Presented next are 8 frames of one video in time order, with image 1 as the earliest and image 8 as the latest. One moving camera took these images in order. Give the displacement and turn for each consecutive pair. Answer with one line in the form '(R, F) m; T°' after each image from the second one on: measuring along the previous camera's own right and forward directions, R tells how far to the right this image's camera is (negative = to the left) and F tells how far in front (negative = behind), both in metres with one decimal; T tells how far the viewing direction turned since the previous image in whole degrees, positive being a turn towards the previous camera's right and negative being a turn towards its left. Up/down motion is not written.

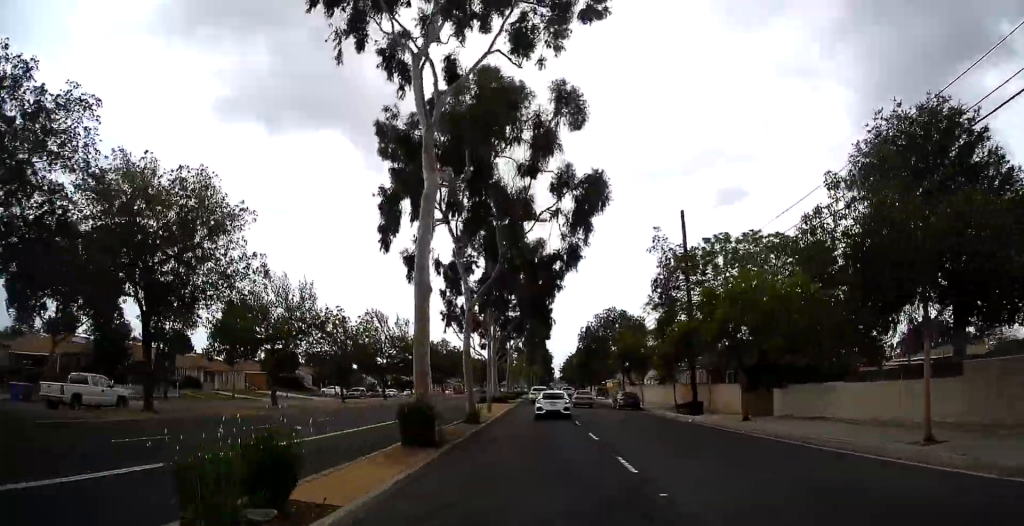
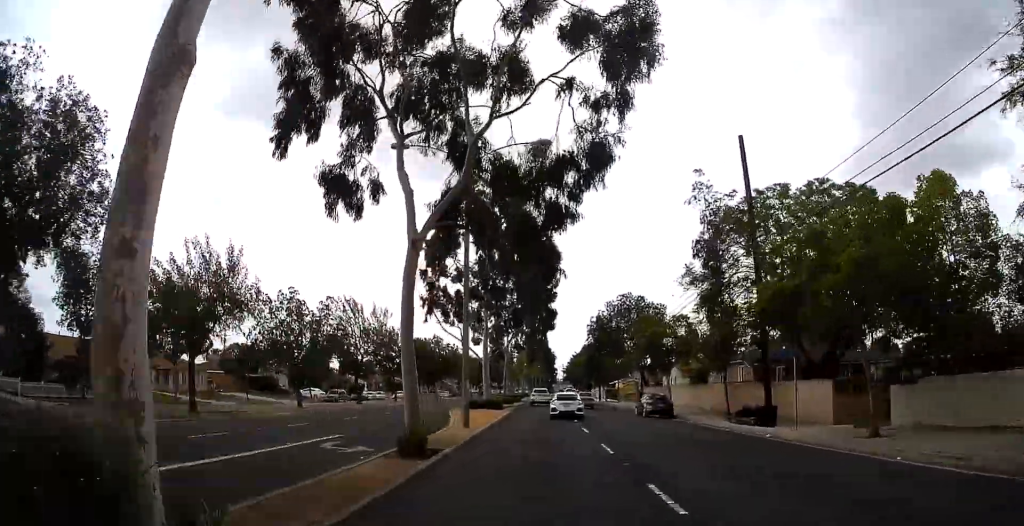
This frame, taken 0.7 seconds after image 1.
(0.0, +10.9) m; 0°
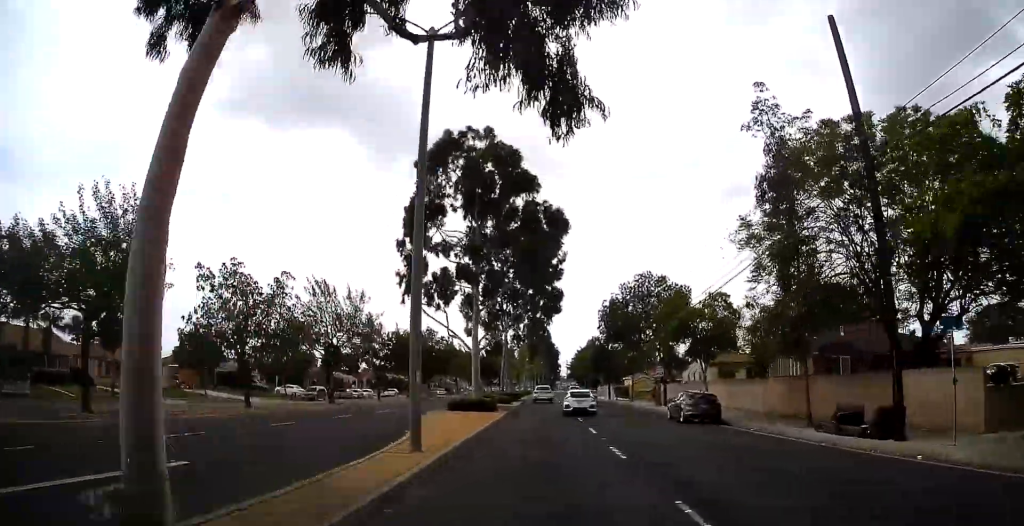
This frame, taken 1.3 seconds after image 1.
(0.0, +9.0) m; 0°
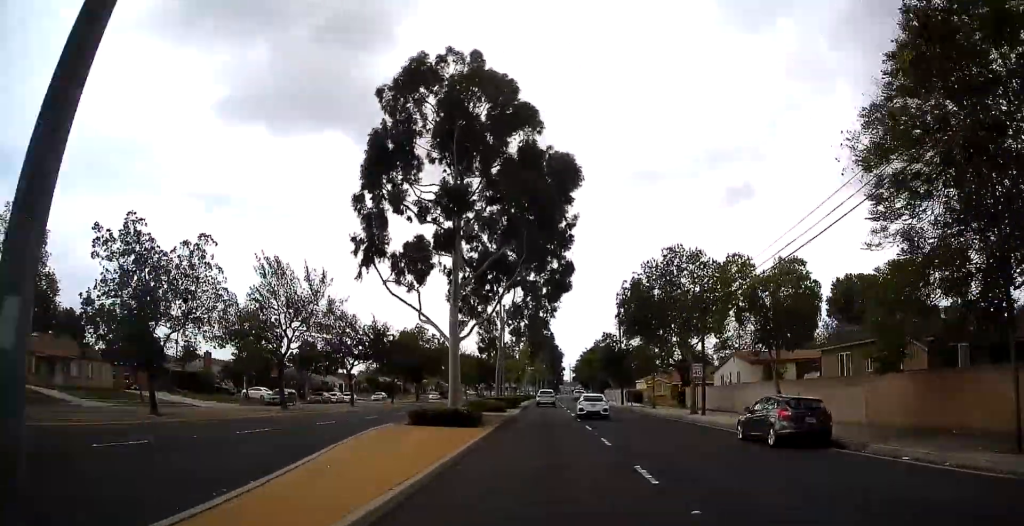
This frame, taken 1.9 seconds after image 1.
(0.0, +10.3) m; 0°
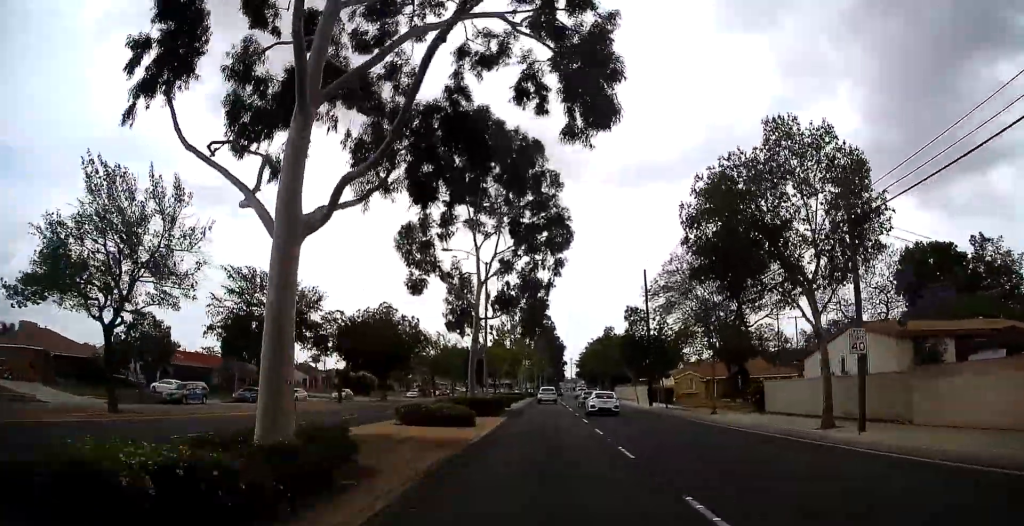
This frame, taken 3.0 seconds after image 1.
(0.0, +18.1) m; 0°
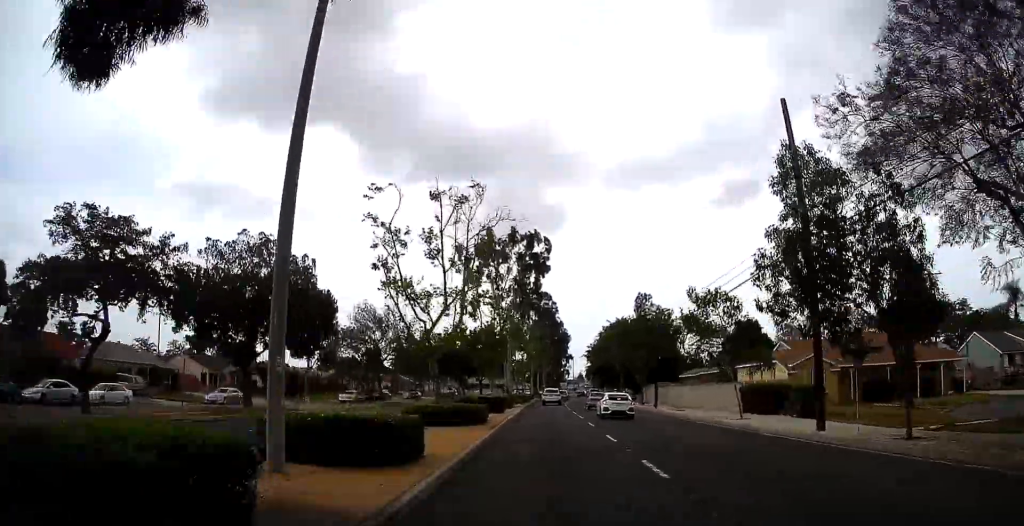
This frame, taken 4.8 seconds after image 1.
(0.0, +30.9) m; 0°
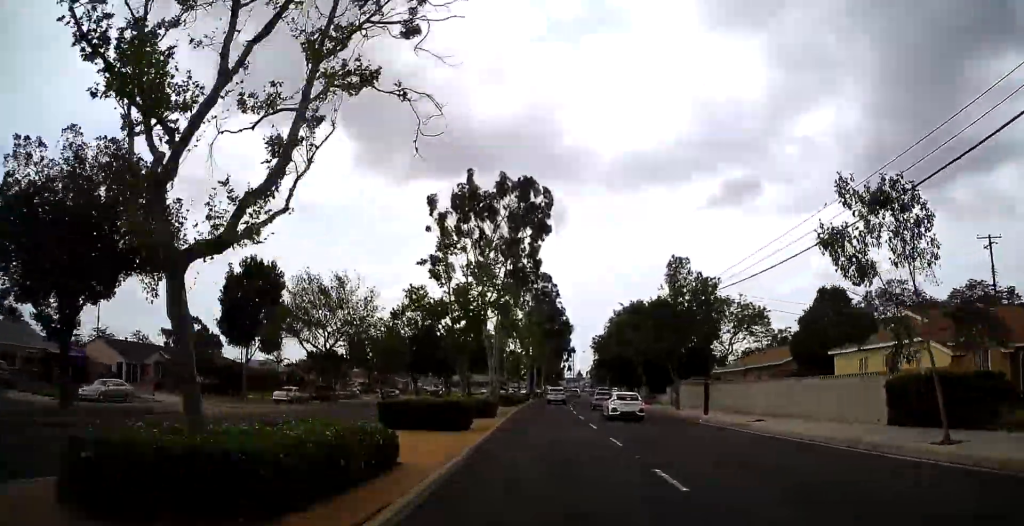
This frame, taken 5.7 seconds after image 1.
(0.0, +15.8) m; 0°
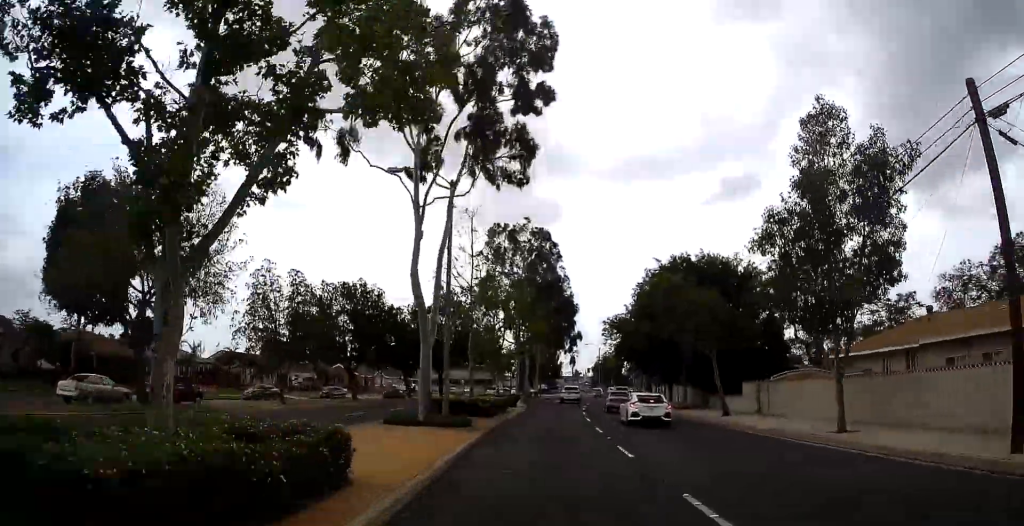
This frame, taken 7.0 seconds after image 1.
(0.0, +24.5) m; 0°
